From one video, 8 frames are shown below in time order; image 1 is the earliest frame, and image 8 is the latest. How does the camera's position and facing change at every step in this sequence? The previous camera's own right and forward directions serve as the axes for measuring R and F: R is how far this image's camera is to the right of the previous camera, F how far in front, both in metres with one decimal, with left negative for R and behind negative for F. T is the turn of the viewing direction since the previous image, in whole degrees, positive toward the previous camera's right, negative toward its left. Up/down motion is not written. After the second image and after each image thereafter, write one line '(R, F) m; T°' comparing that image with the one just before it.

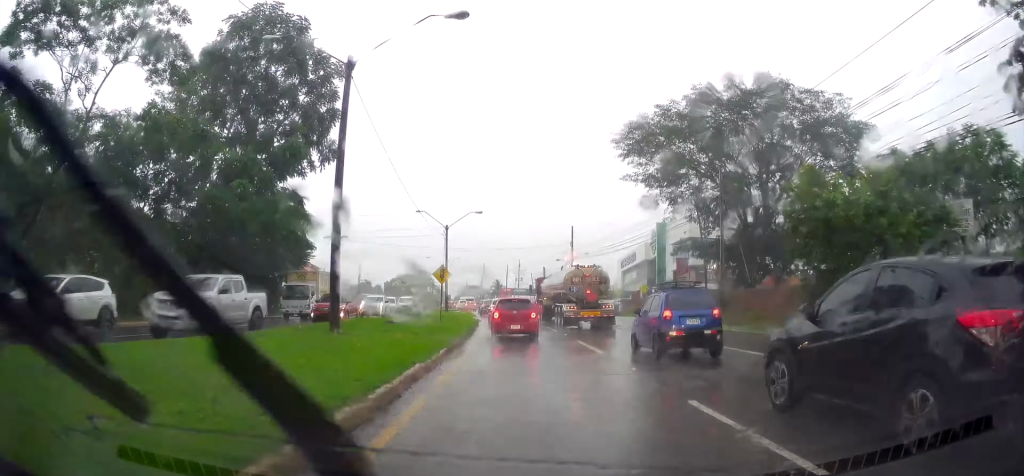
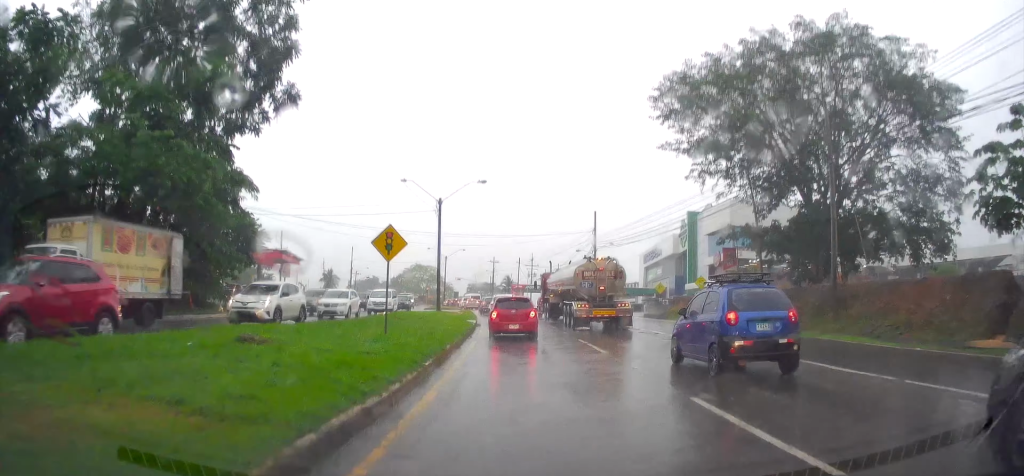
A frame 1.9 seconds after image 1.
(+0.1, +12.2) m; 0°
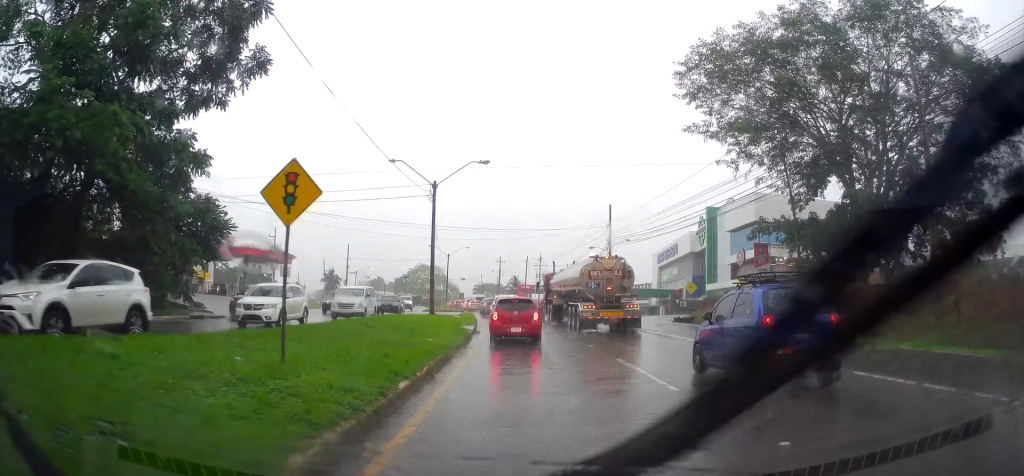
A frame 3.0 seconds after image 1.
(-0.1, +6.5) m; -1°
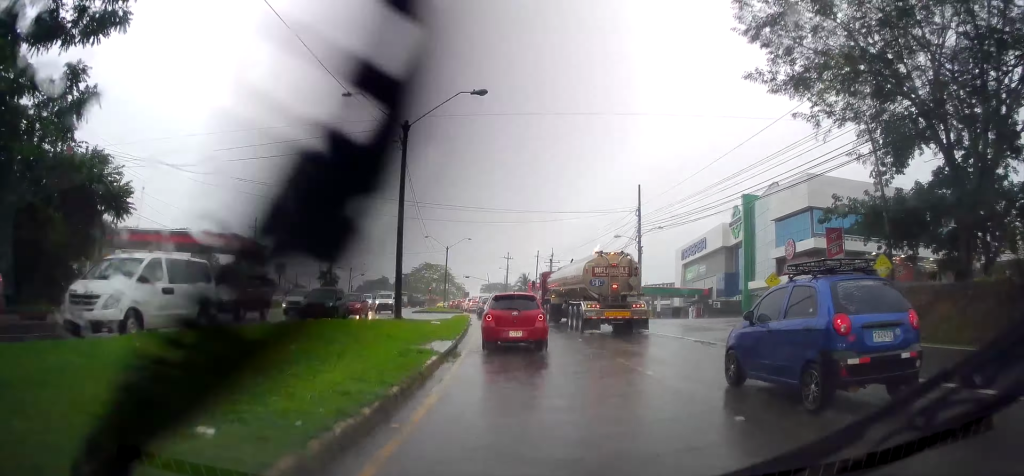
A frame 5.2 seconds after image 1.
(+0.1, +11.6) m; +2°
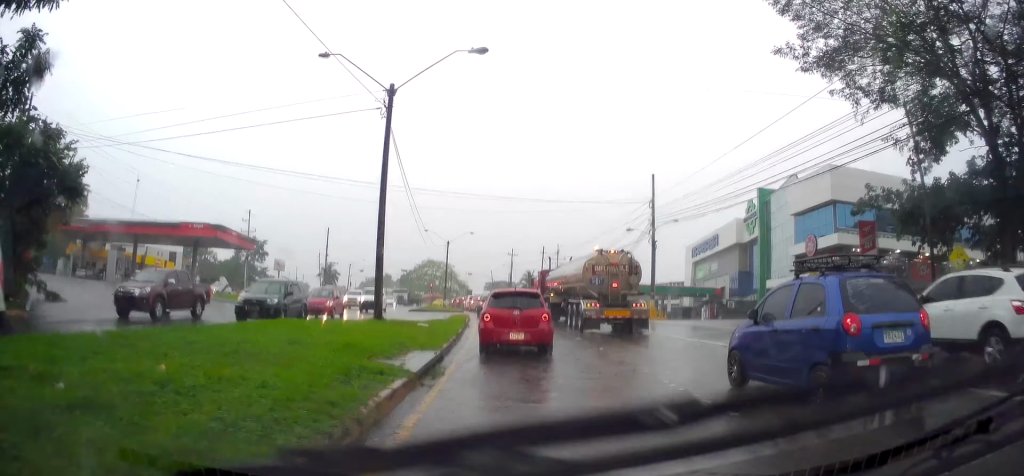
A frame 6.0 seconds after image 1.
(+0.1, +4.0) m; 0°
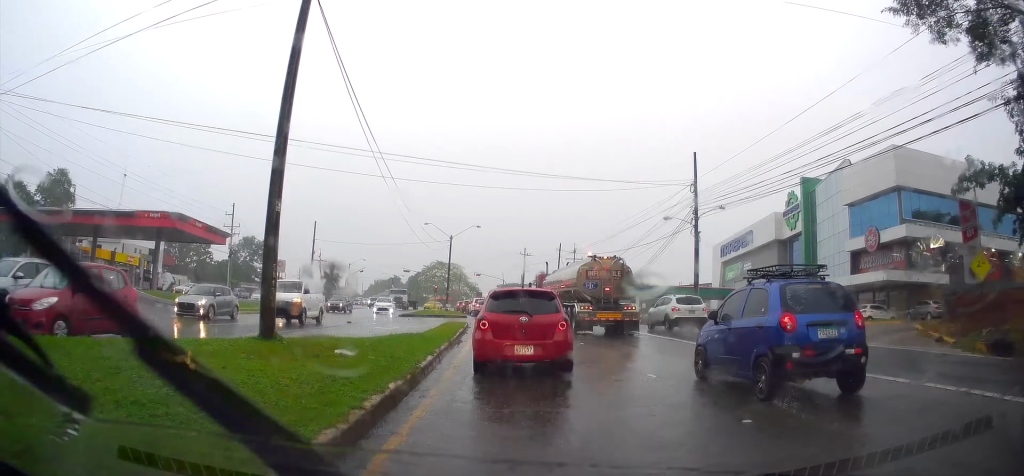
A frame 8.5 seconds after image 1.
(0.0, +10.6) m; -3°
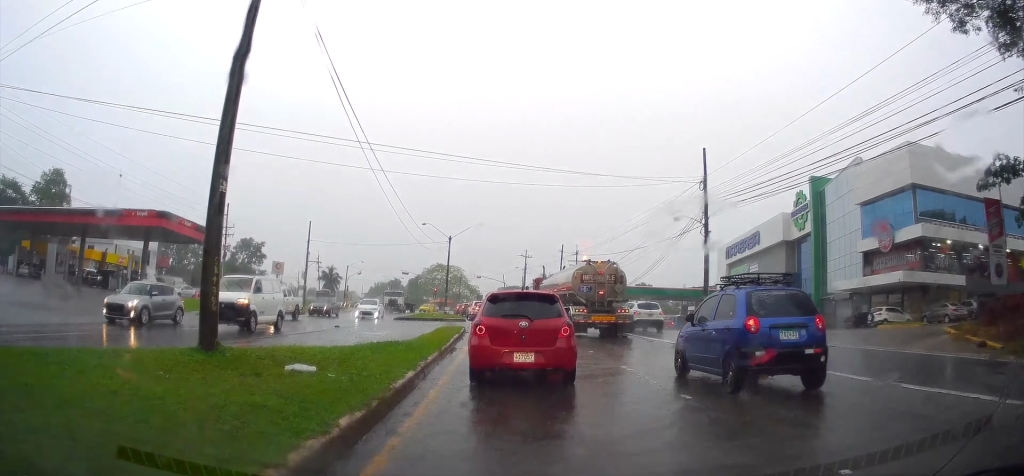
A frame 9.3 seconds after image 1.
(0.0, +2.7) m; -2°
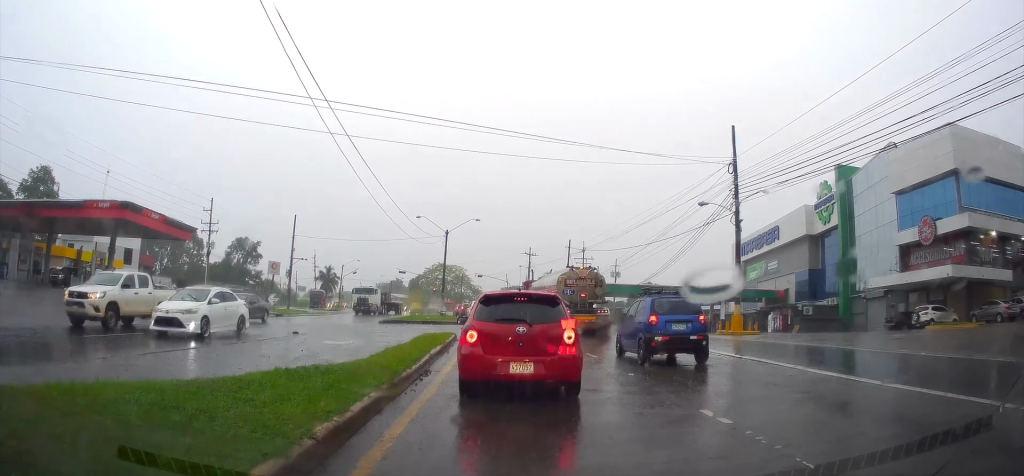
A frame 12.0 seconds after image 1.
(-0.7, +7.8) m; -7°
